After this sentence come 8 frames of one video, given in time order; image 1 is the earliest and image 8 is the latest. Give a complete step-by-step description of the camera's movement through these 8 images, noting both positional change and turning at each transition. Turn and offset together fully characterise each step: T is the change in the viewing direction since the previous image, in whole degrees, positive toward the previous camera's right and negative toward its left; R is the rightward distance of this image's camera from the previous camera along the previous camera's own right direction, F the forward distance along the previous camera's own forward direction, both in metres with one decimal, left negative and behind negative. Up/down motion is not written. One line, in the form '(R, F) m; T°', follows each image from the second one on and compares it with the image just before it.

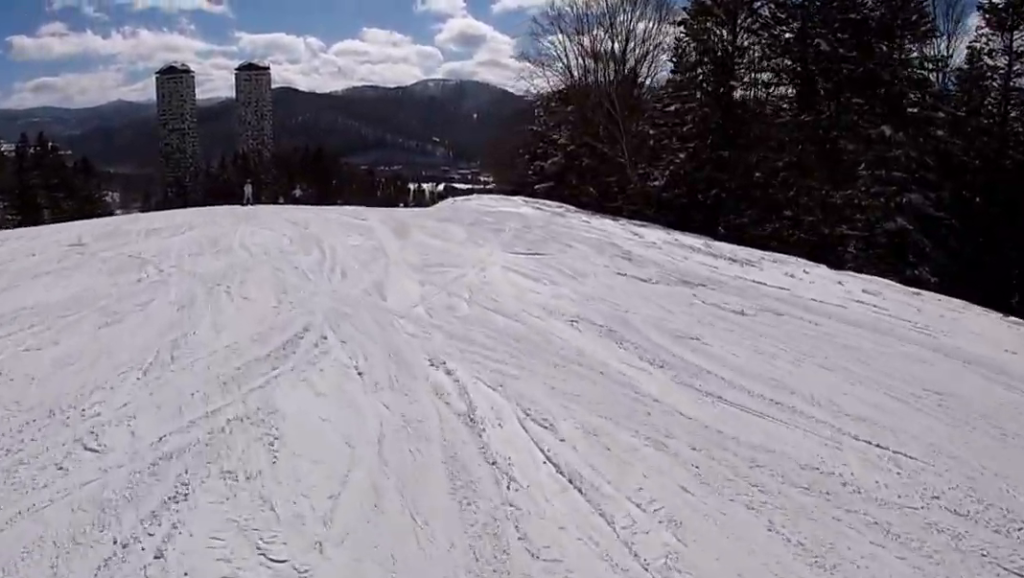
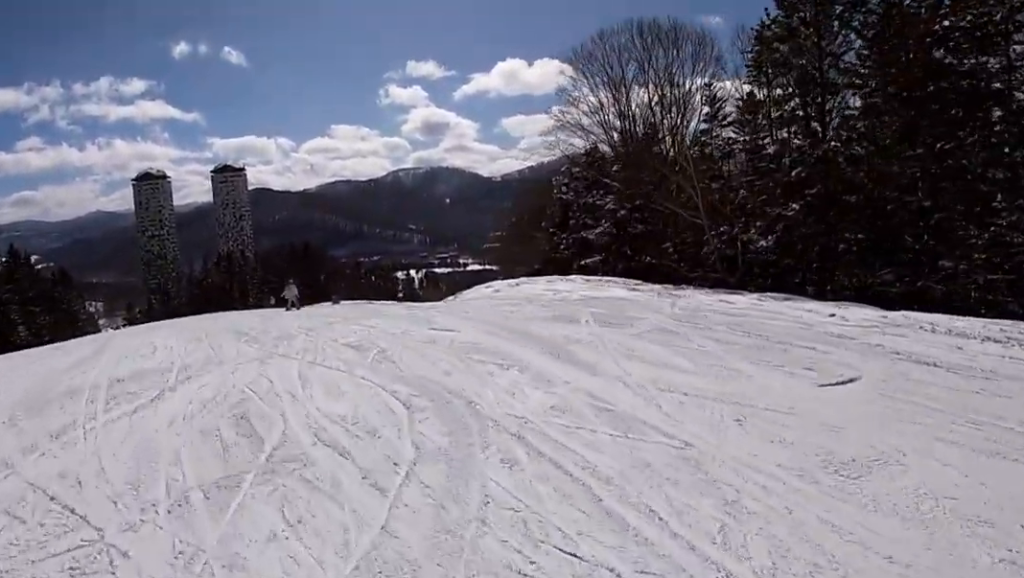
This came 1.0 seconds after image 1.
(+0.3, +8.2) m; +5°
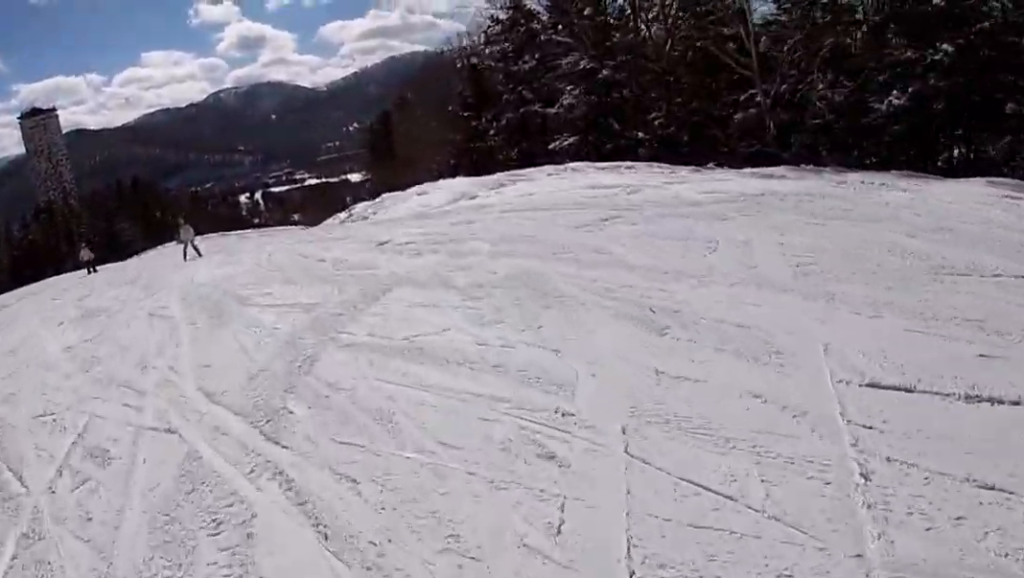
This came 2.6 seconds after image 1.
(+0.6, +13.2) m; +12°
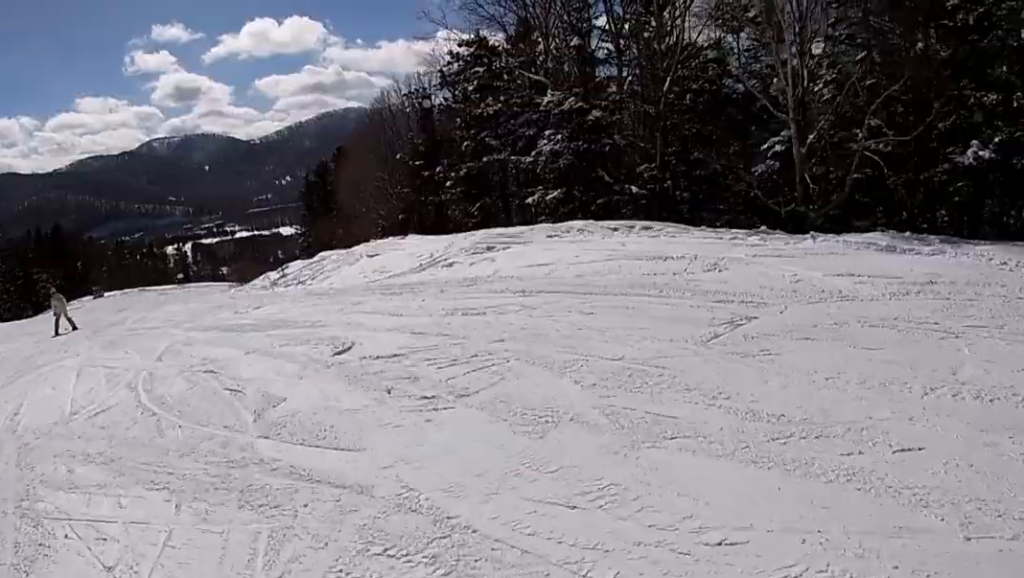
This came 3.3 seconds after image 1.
(+0.9, +5.9) m; +4°
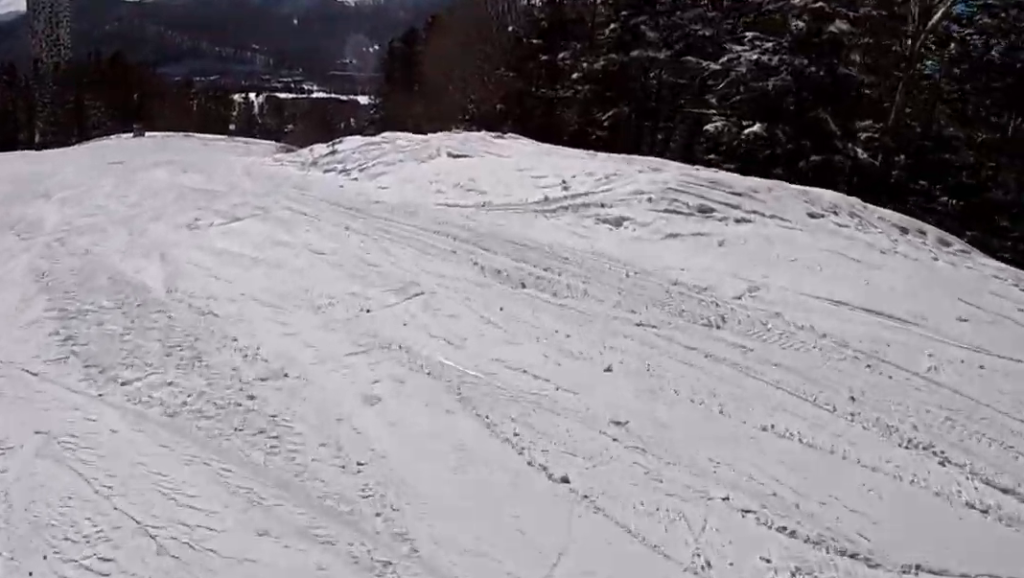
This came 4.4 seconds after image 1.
(-0.1, +8.0) m; -8°
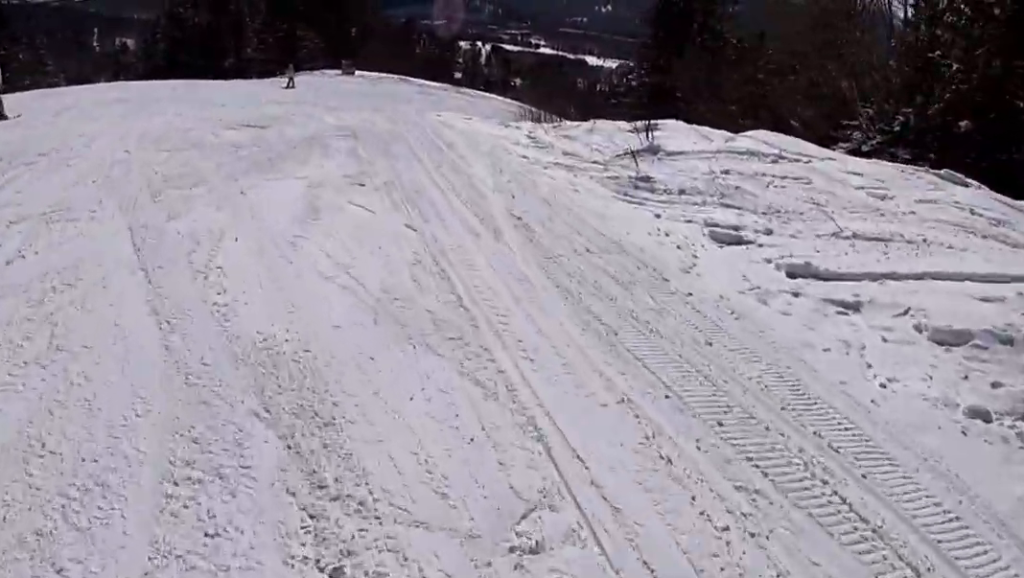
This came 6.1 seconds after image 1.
(-2.3, +12.9) m; -11°
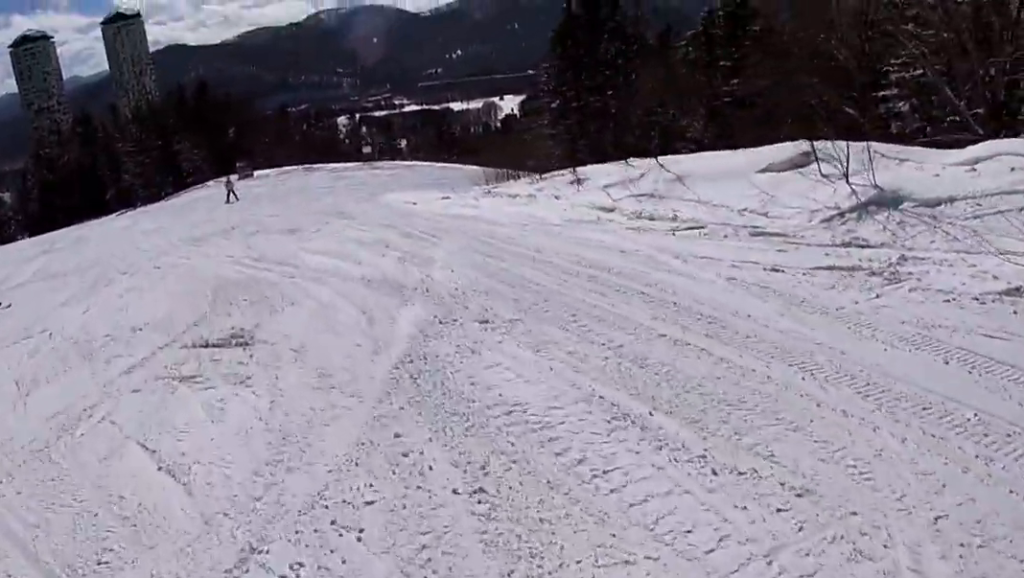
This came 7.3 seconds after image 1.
(+0.6, +8.4) m; +13°
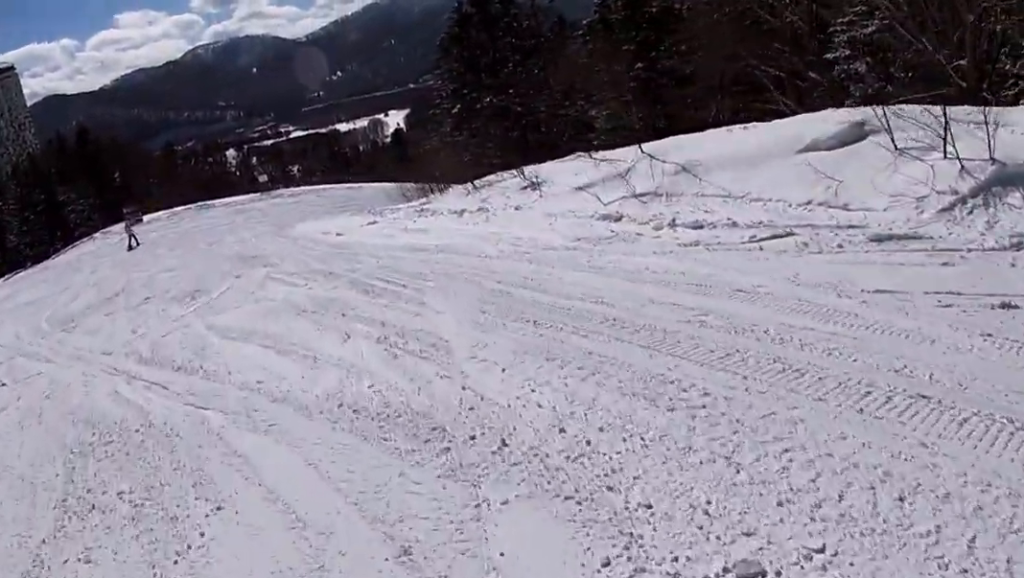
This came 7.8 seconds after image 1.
(+0.2, +4.0) m; +6°
